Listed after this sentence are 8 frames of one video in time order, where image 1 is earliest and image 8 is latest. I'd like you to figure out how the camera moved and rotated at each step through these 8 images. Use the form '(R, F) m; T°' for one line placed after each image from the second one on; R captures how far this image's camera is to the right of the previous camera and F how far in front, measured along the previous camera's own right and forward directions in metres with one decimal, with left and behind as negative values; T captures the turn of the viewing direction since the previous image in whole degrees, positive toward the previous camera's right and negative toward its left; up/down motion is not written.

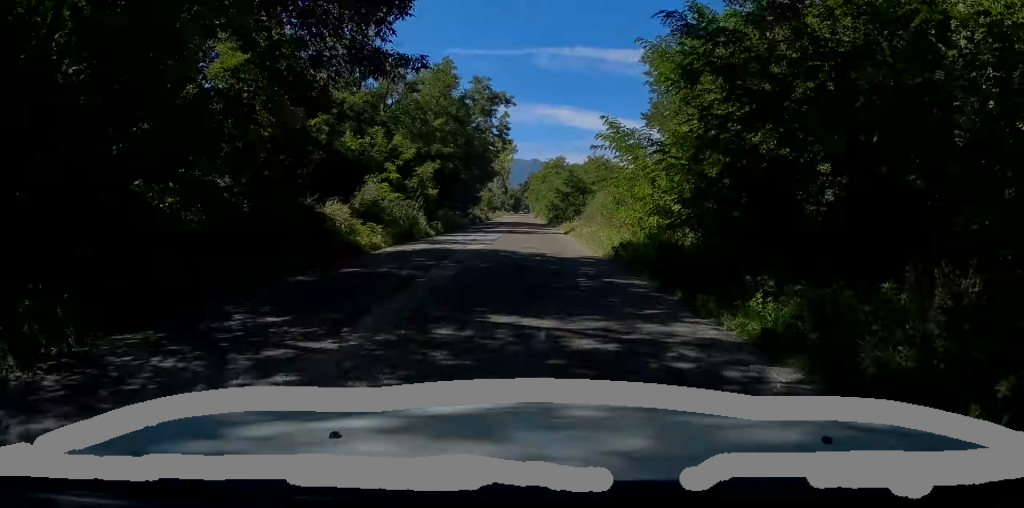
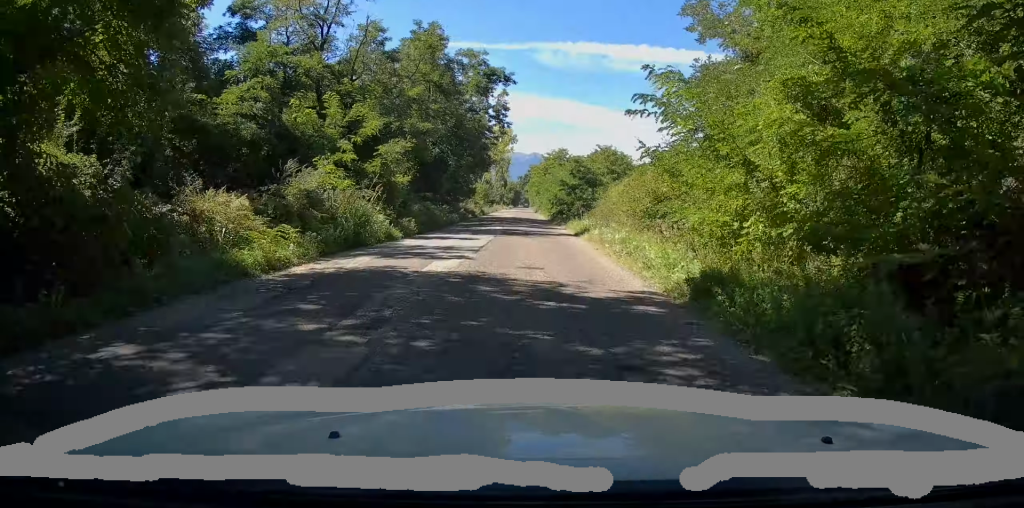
(0.0, +7.1) m; 0°
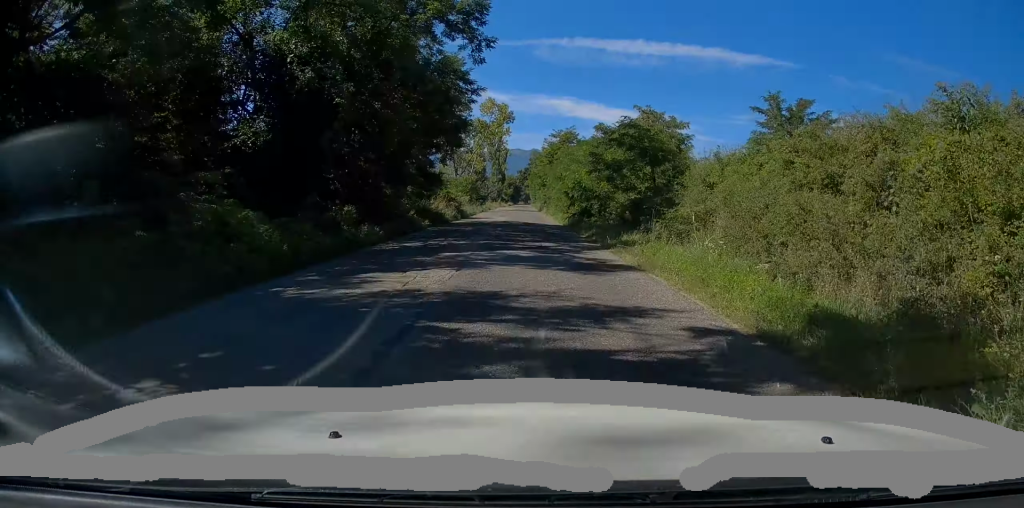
(+0.1, +21.4) m; 0°
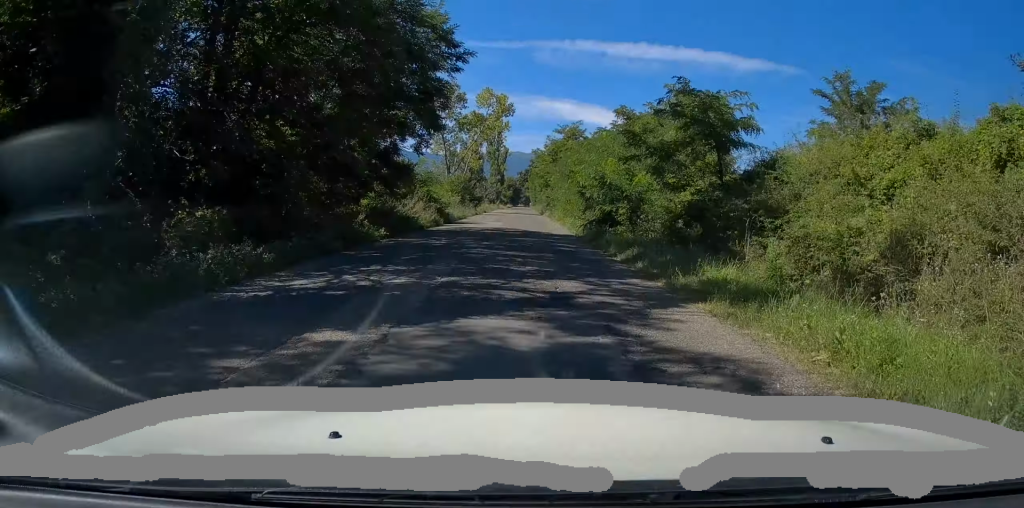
(+0.2, +8.3) m; 0°
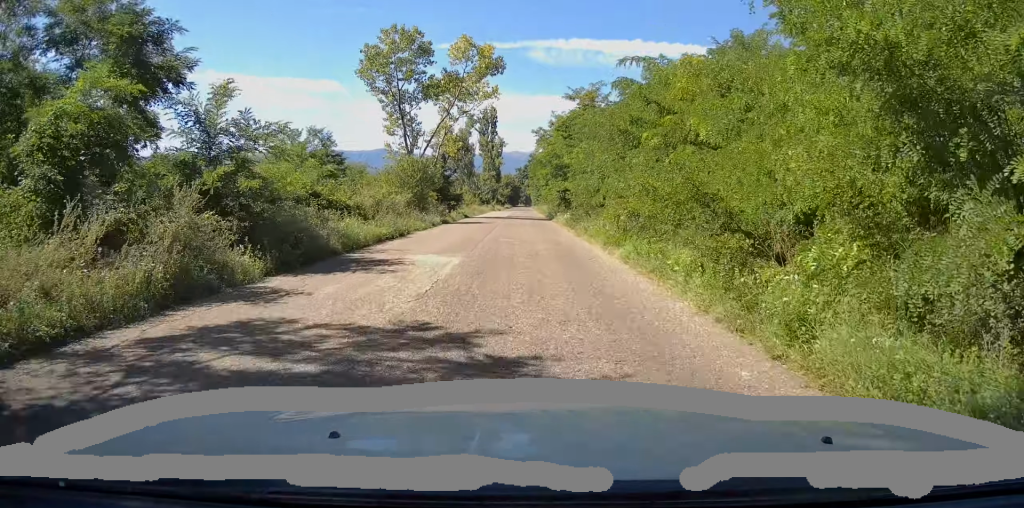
(-0.5, +22.6) m; -1°
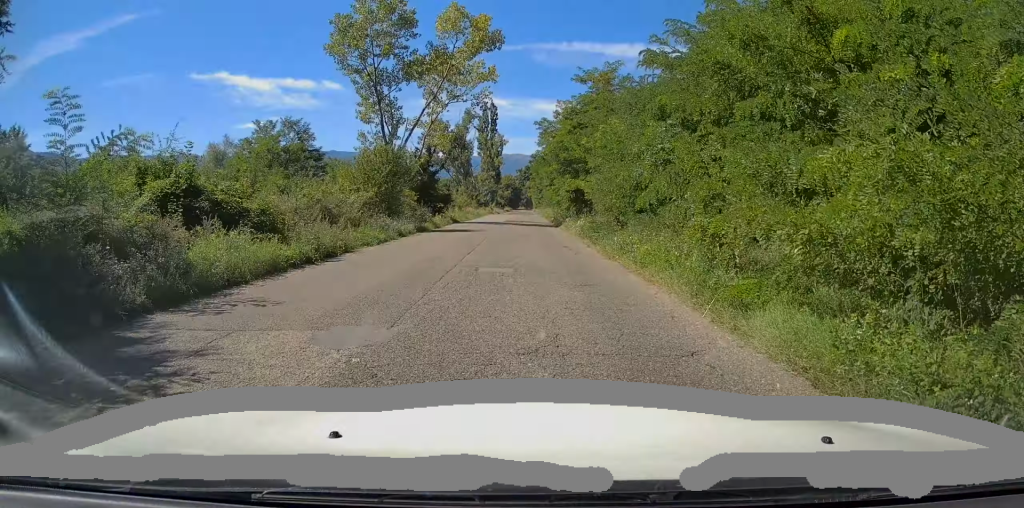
(0.0, +8.1) m; +1°
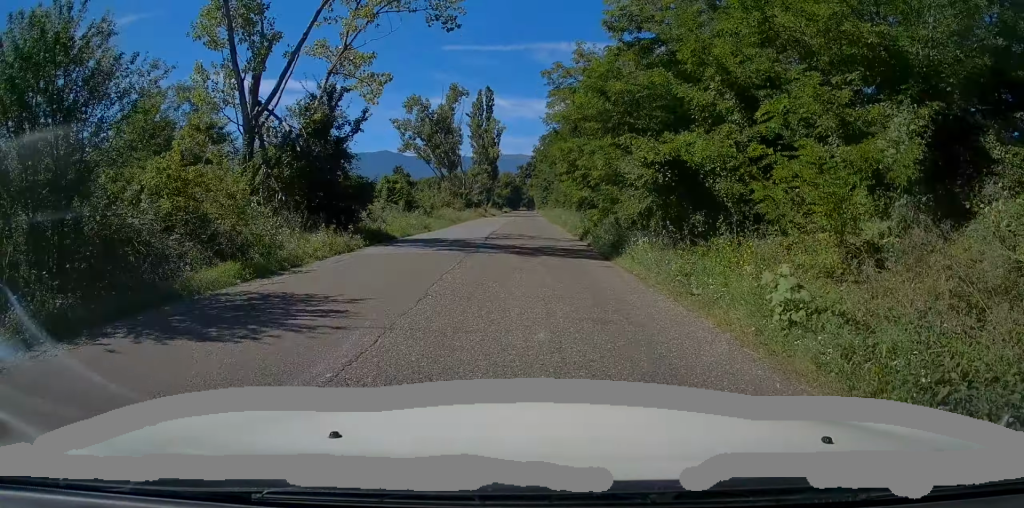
(+0.2, +21.0) m; +1°
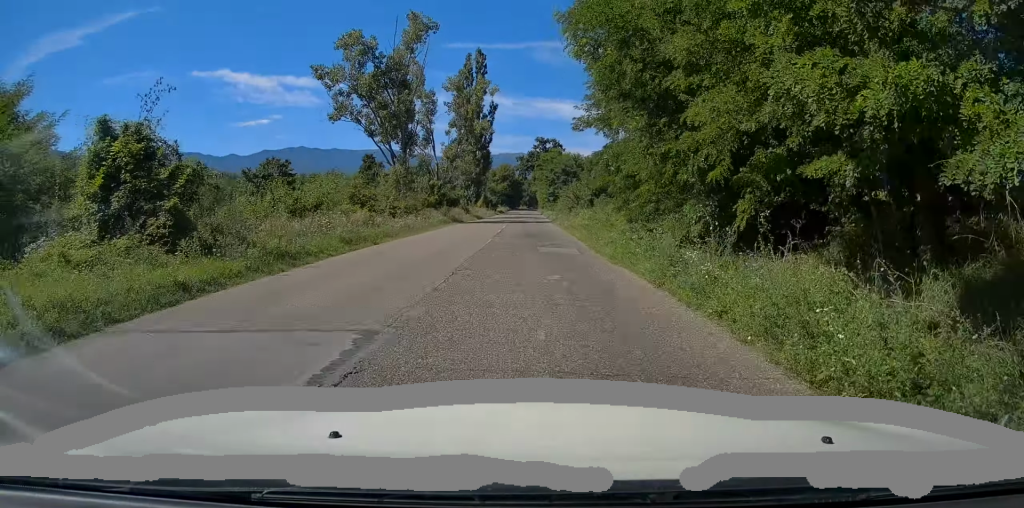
(+0.2, +29.2) m; 0°
